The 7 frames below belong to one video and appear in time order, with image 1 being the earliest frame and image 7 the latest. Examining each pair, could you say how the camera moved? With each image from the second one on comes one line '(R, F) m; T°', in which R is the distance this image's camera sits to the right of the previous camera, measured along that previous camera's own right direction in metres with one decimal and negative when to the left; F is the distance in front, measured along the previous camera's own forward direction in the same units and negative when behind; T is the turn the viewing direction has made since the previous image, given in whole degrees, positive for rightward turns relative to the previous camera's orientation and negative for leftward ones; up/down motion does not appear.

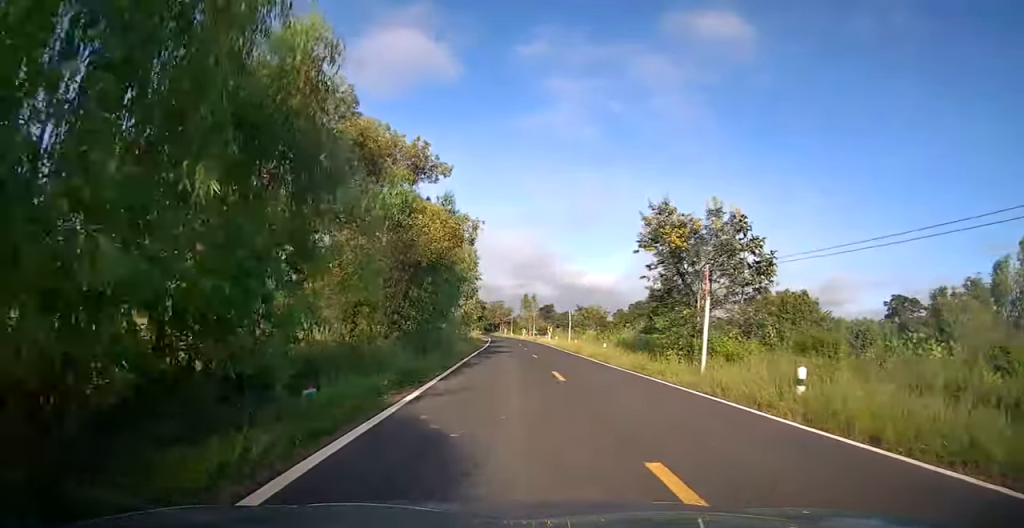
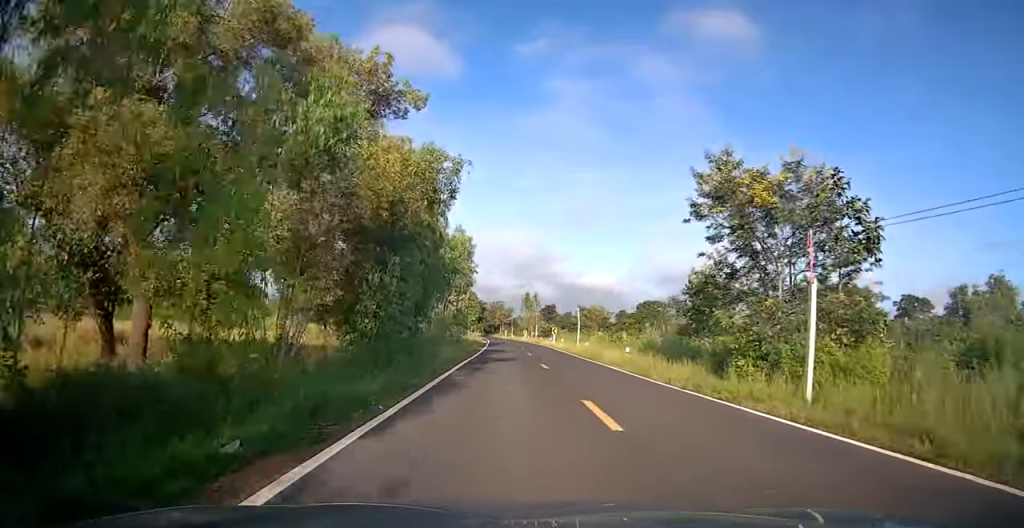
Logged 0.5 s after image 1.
(0.0, +7.1) m; 0°
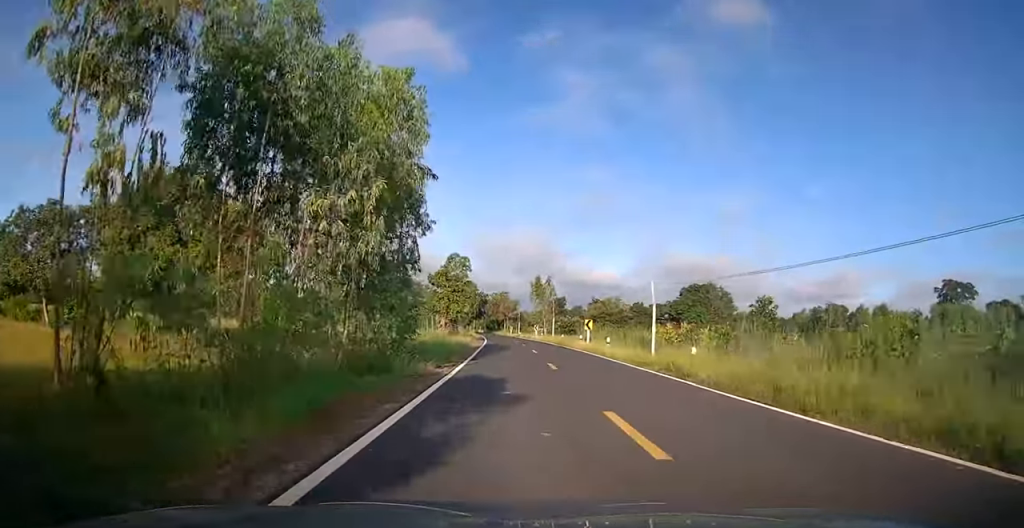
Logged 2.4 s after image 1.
(+0.1, +26.0) m; +1°
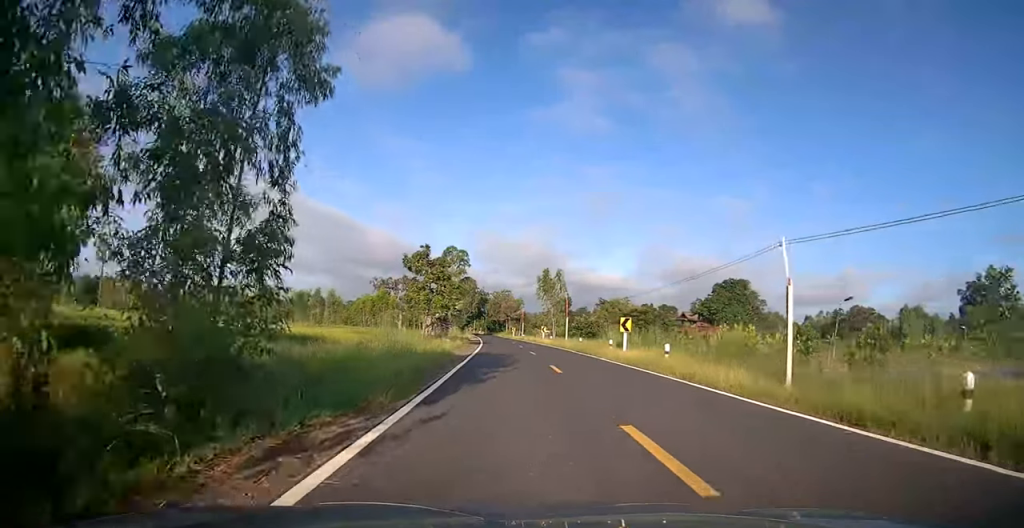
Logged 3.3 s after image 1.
(+0.2, +13.1) m; 0°
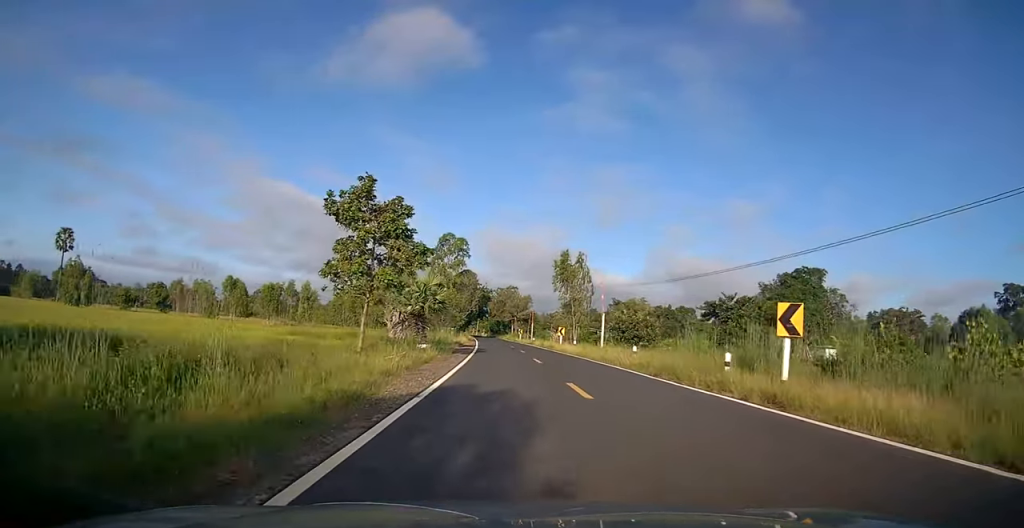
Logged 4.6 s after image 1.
(-0.4, +17.8) m; -1°
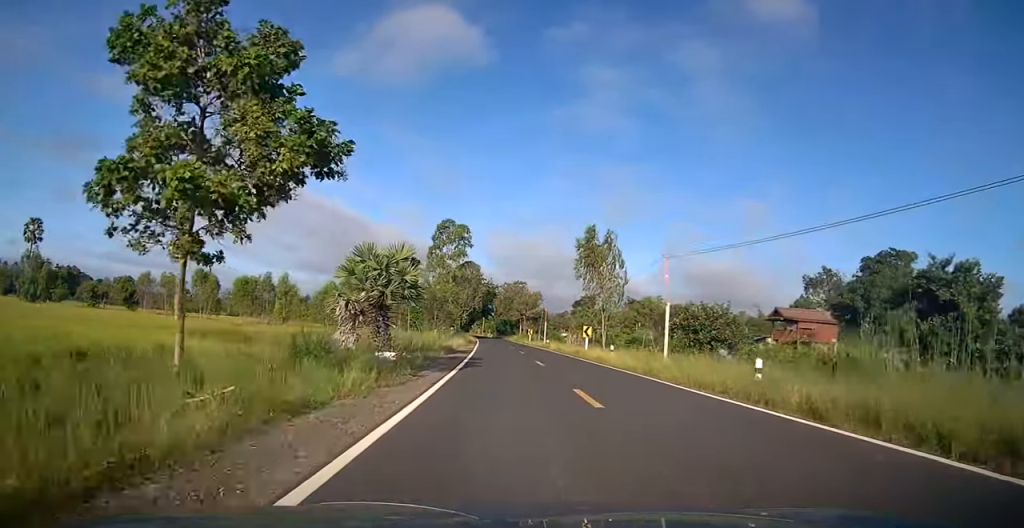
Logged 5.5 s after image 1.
(-0.1, +13.2) m; 0°
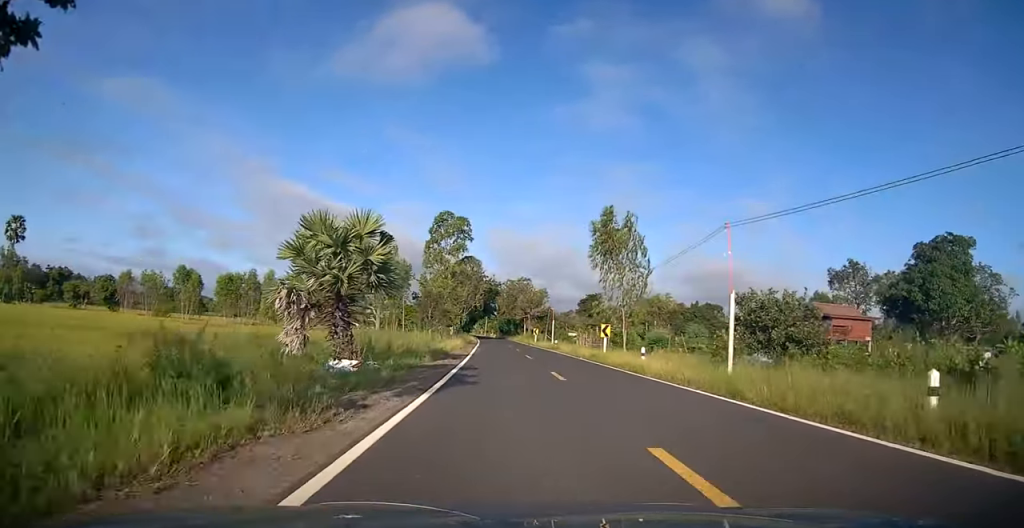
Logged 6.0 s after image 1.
(-0.1, +6.4) m; 0°
